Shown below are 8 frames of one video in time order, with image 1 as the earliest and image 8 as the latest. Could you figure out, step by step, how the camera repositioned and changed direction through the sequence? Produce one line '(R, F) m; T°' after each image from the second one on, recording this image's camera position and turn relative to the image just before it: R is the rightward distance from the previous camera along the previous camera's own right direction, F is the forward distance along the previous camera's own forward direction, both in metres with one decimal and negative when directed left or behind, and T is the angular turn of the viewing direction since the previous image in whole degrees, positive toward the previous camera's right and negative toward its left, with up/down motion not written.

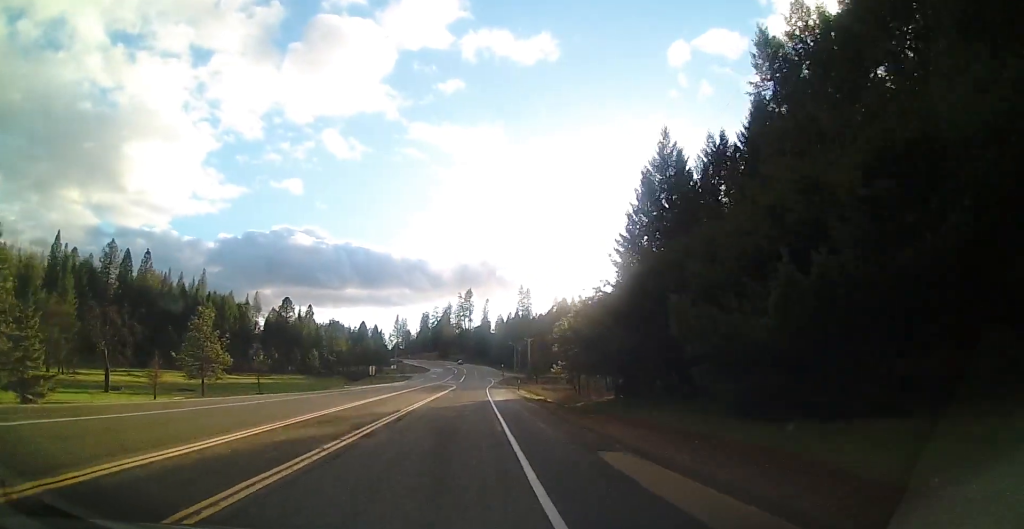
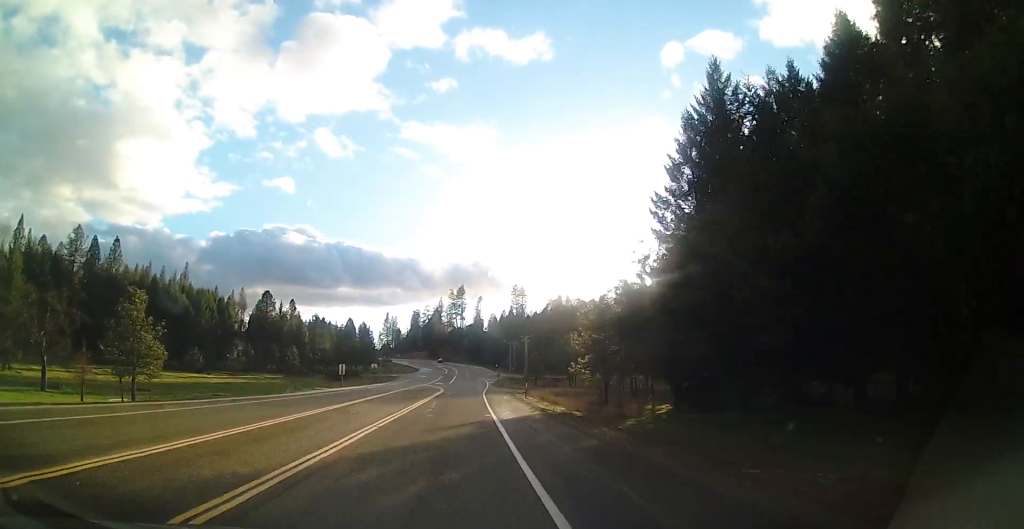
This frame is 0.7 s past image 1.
(+0.1, +14.3) m; +1°
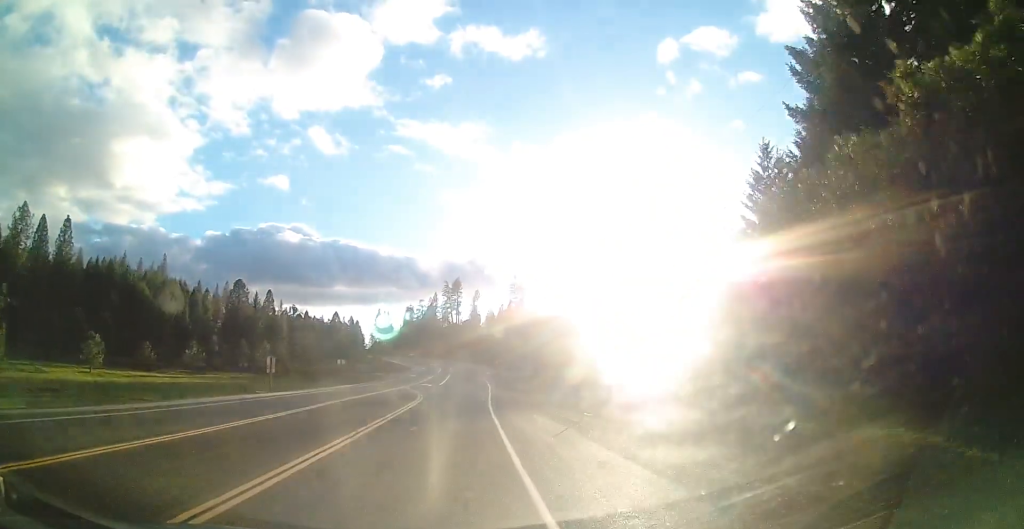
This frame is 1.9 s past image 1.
(+0.1, +22.4) m; 0°
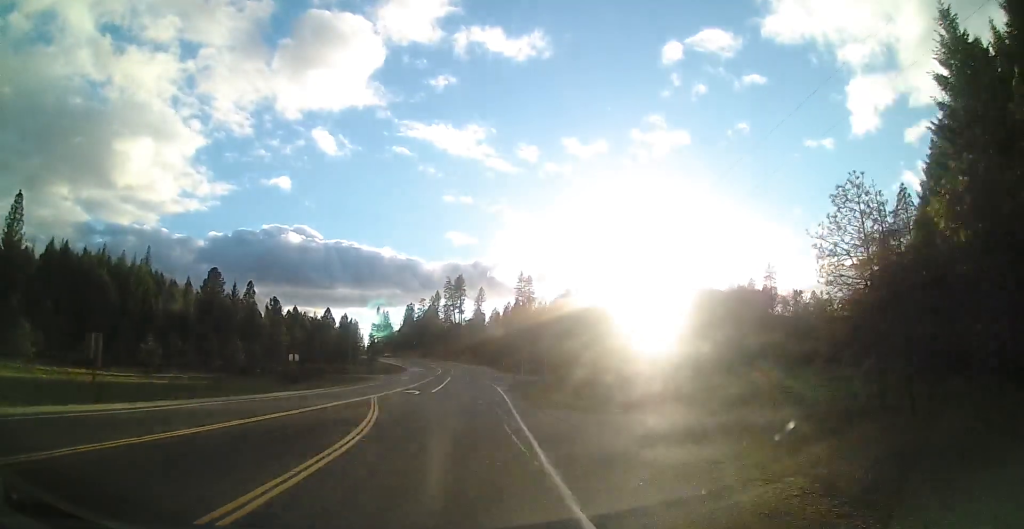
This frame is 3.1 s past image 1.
(+0.1, +20.4) m; +1°
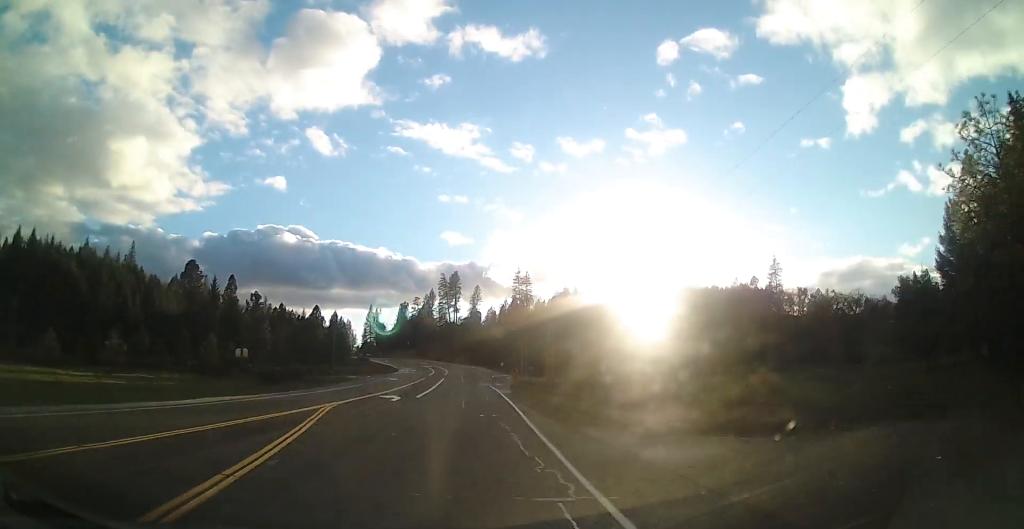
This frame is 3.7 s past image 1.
(0.0, +10.4) m; +1°
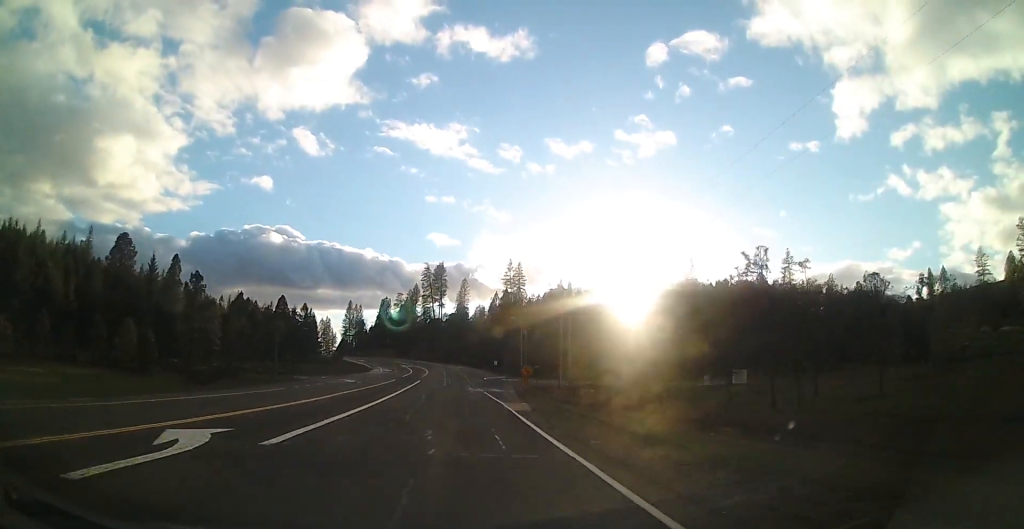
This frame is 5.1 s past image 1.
(+0.6, +25.1) m; +2°
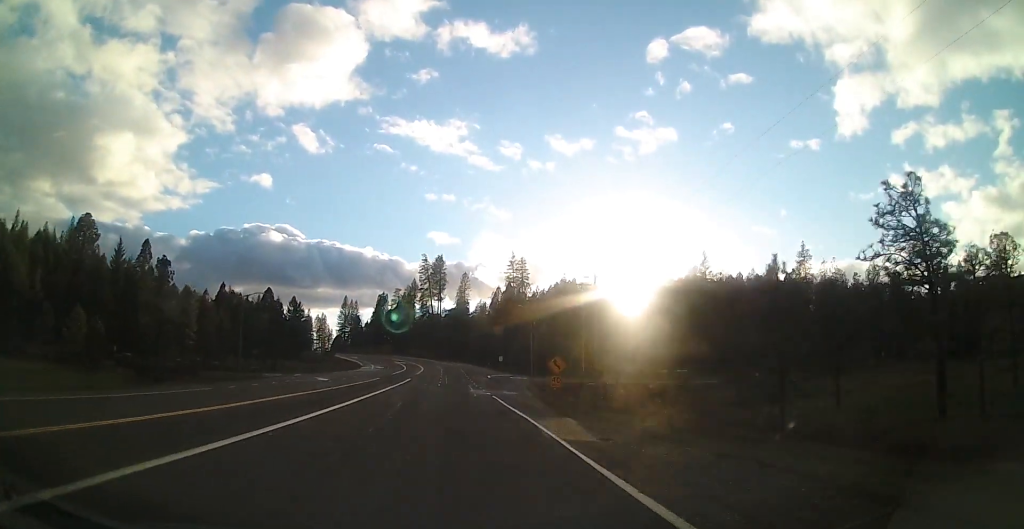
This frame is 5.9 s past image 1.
(0.0, +13.4) m; +1°
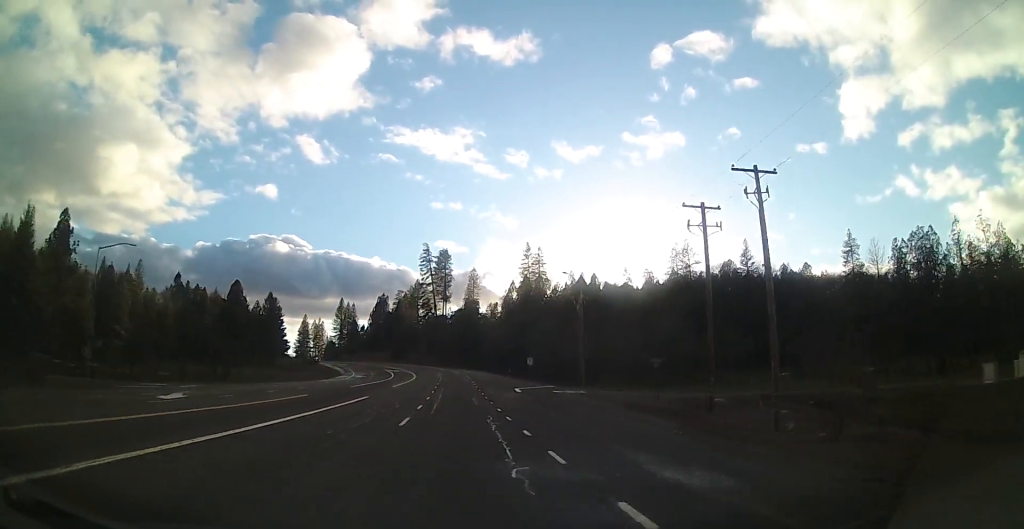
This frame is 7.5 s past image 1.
(+0.4, +31.1) m; 0°
